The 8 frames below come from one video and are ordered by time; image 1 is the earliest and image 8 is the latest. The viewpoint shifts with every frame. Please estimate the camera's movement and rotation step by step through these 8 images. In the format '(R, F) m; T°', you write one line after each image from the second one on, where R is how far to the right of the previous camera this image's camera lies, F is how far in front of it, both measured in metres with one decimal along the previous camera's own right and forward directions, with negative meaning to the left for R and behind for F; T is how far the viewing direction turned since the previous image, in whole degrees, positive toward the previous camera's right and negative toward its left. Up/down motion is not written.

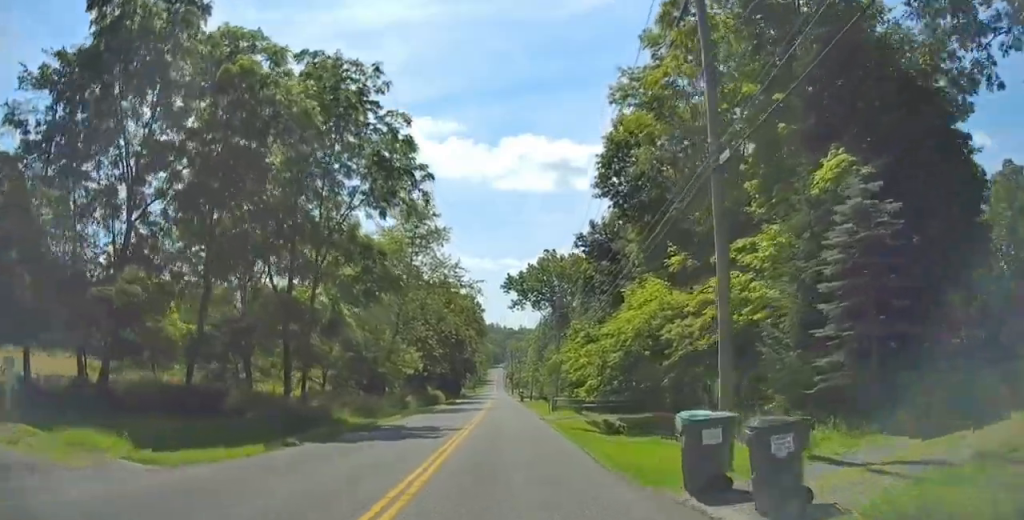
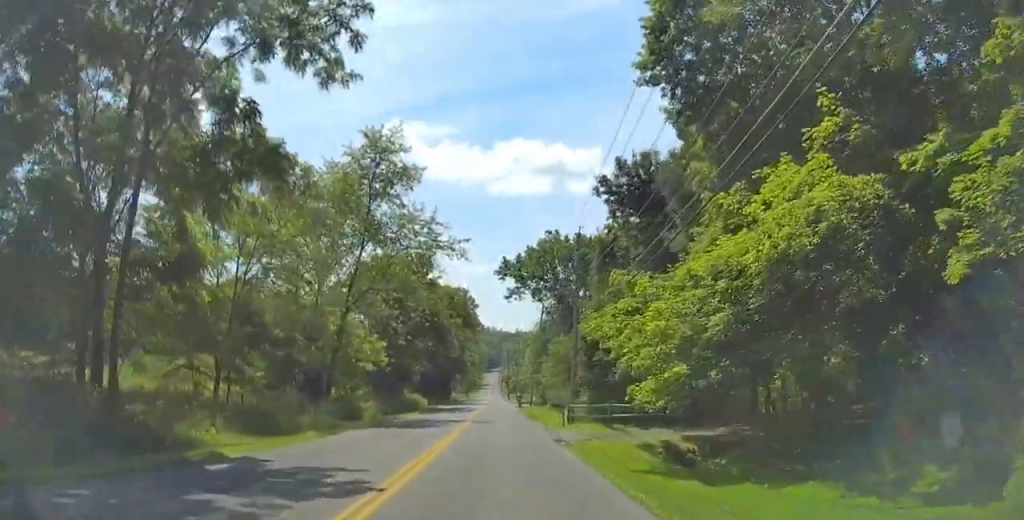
(-0.4, +16.3) m; -2°
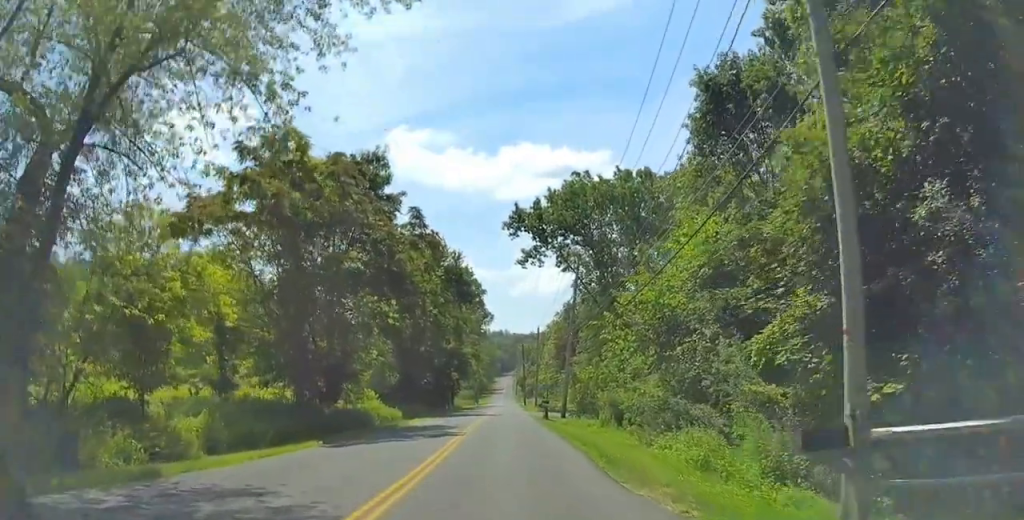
(+0.4, +27.2) m; +1°
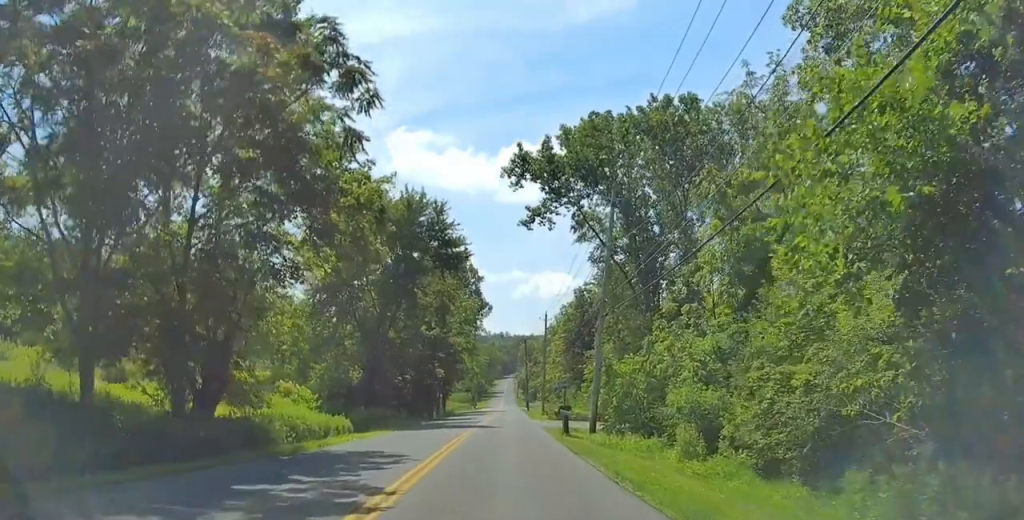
(-0.2, +15.4) m; -1°
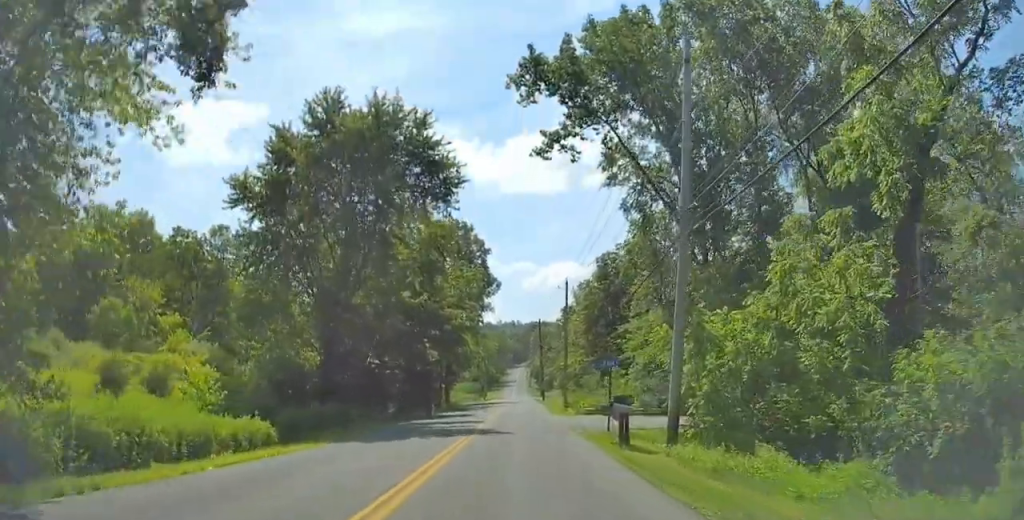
(-0.2, +12.9) m; -5°
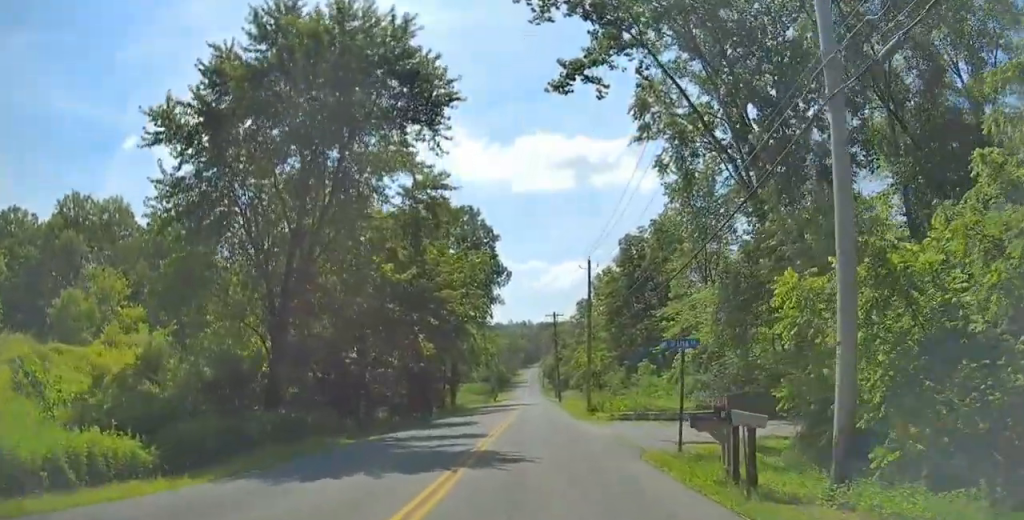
(-0.9, +9.3) m; -1°
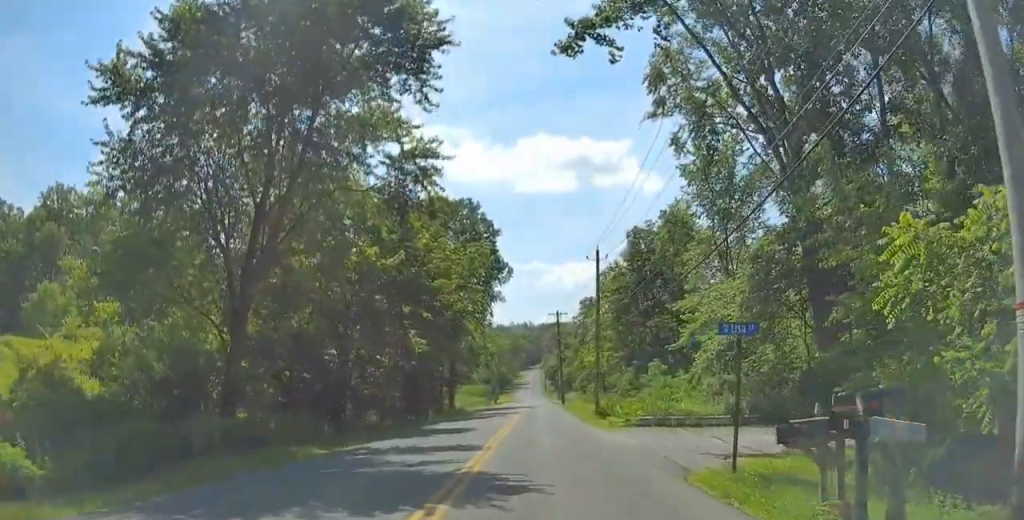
(+0.3, +4.3) m; +1°
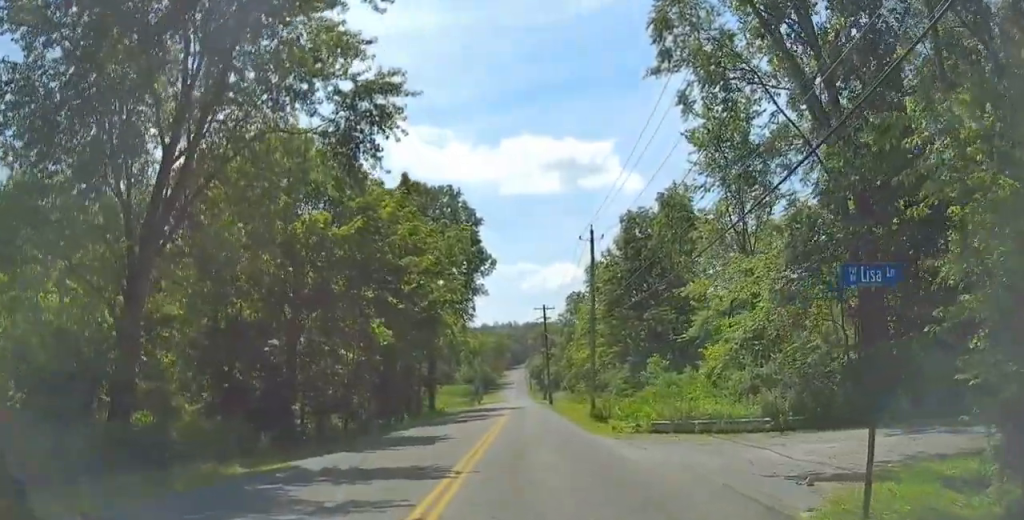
(+0.4, +6.8) m; +2°
